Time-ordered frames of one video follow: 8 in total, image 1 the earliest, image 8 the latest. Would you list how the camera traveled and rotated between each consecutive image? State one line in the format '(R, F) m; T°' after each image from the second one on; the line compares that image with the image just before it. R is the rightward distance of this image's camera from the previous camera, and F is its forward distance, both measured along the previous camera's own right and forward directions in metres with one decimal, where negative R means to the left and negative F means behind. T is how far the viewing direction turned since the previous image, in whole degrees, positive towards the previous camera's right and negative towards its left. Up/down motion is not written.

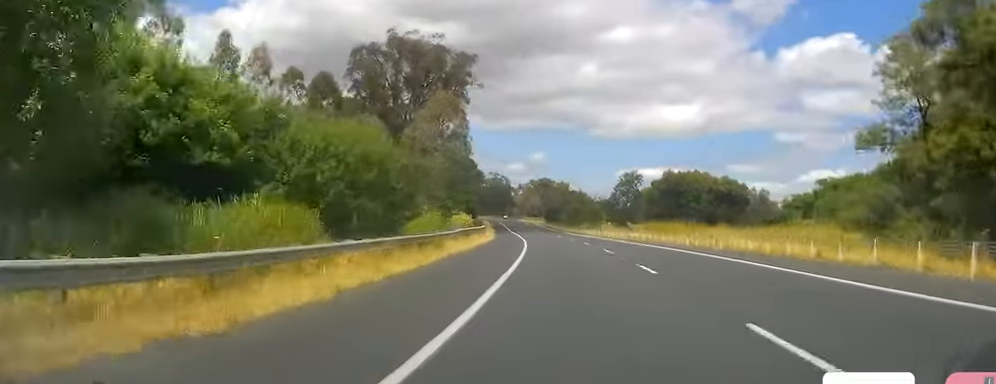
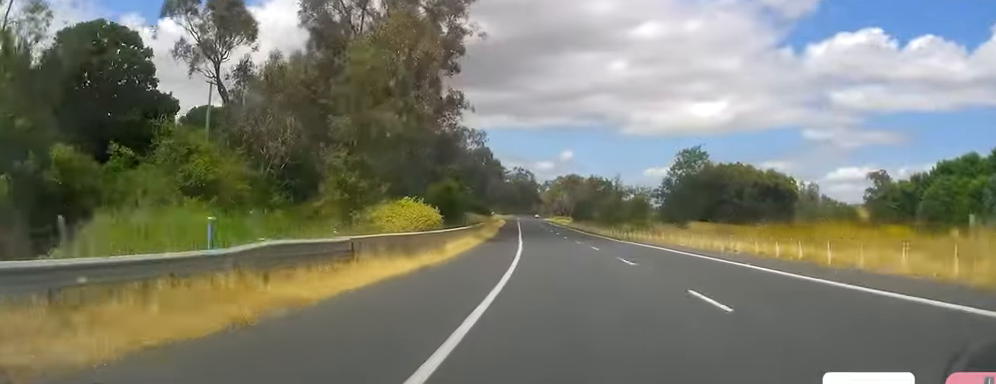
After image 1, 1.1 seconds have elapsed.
(-1.1, +30.5) m; -4°
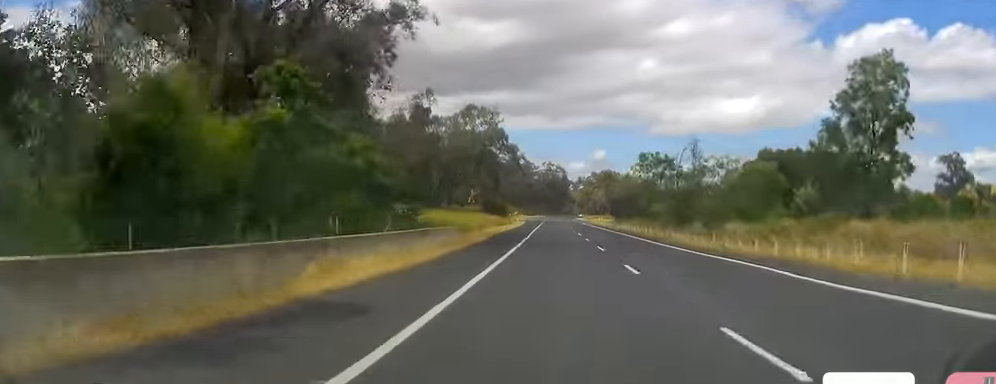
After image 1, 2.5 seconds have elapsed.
(-1.3, +40.1) m; -3°
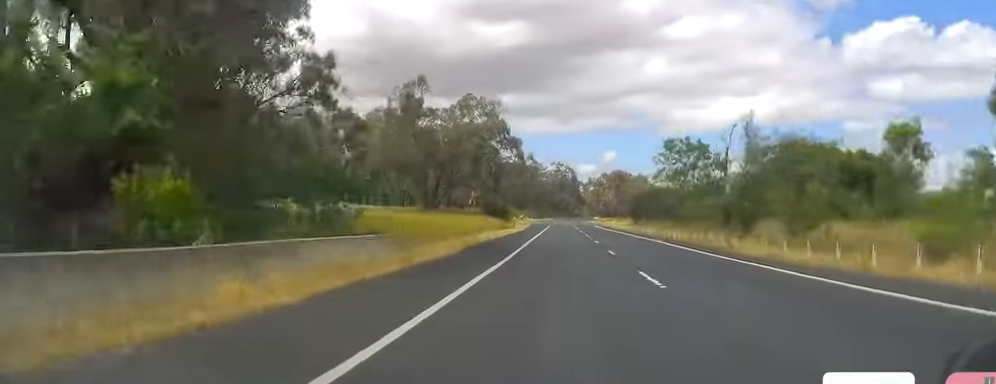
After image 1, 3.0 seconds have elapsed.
(-0.1, +15.3) m; 0°
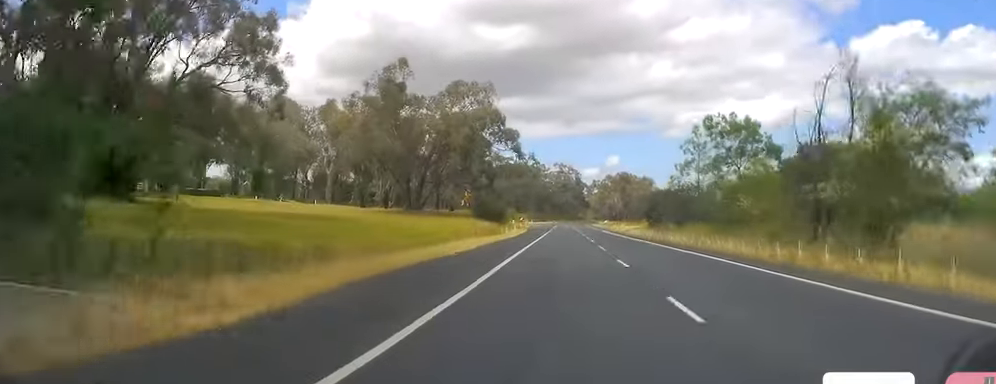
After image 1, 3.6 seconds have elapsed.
(-0.1, +16.2) m; 0°
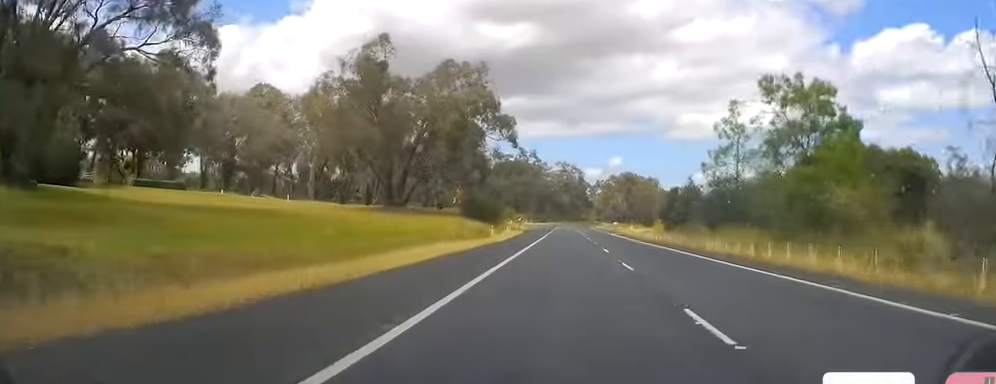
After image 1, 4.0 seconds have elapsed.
(+0.2, +13.4) m; -1°
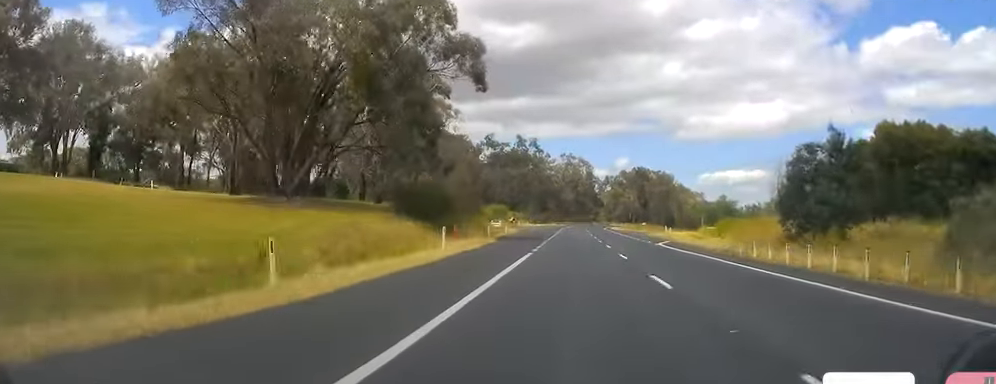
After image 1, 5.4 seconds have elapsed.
(-0.9, +40.2) m; -1°
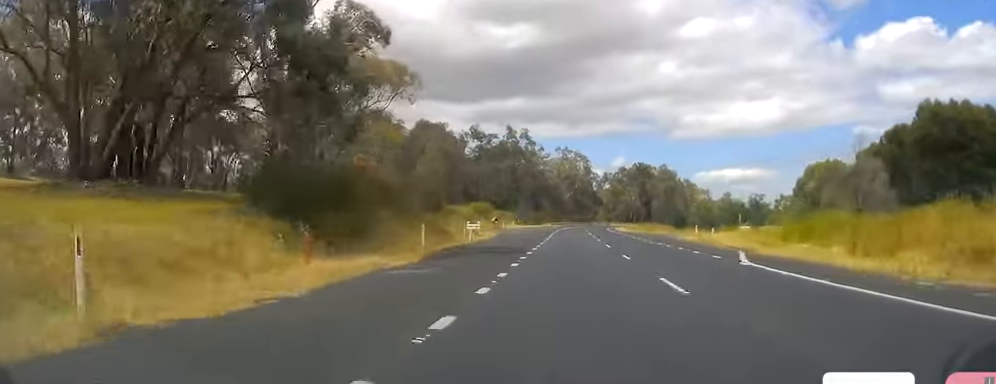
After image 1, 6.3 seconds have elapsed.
(+0.5, +24.8) m; 0°
